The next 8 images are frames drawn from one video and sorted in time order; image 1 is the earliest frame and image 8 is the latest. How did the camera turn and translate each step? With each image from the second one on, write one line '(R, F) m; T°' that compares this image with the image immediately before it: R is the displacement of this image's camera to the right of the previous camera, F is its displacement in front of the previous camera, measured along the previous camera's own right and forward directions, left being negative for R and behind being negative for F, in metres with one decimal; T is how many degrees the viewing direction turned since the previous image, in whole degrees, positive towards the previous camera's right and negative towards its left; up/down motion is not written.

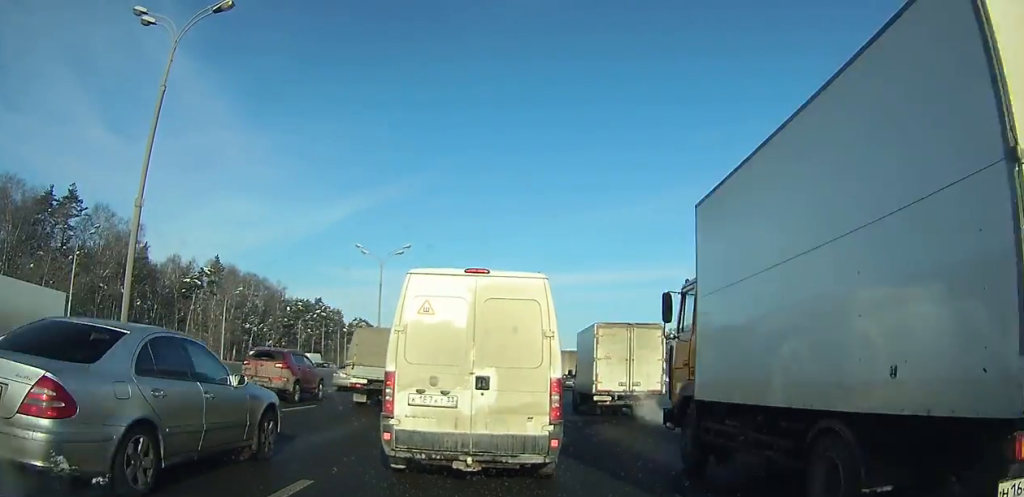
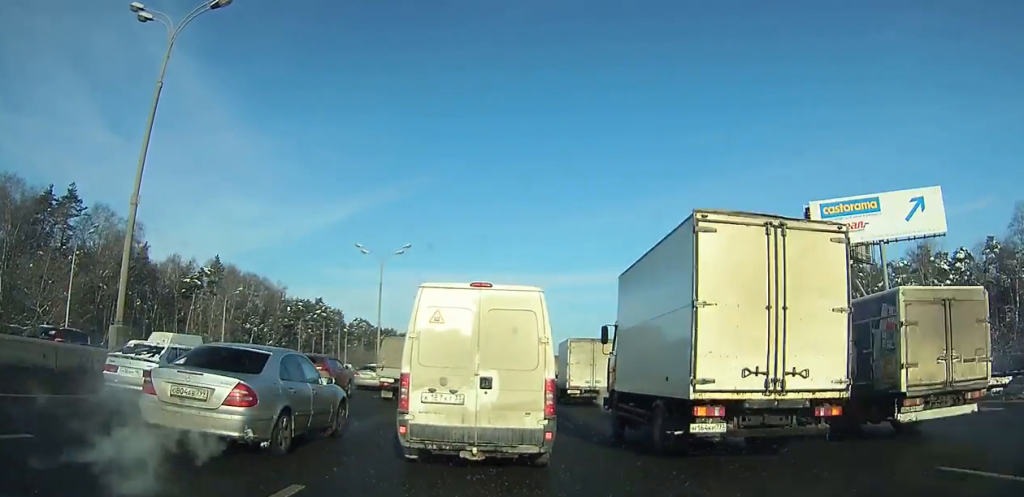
(-0.1, +2.2) m; -1°
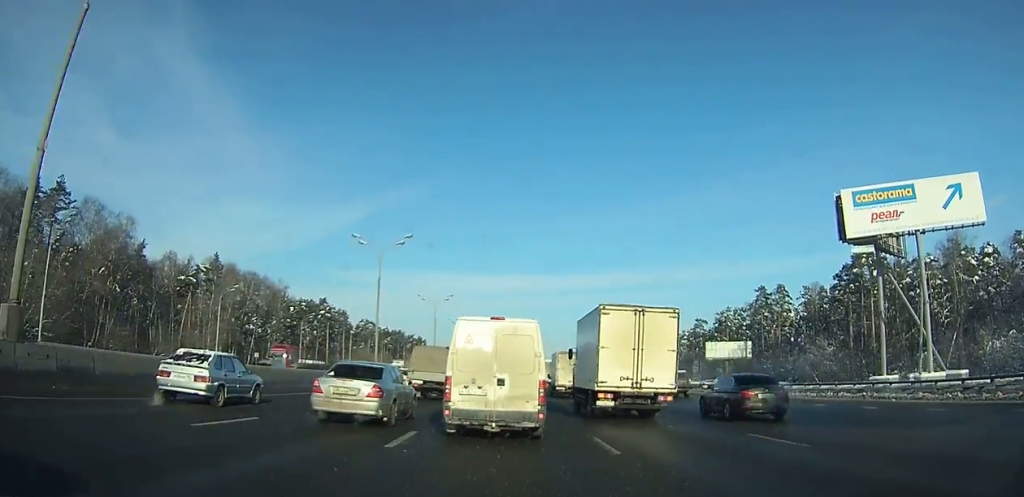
(-0.1, +6.1) m; -1°
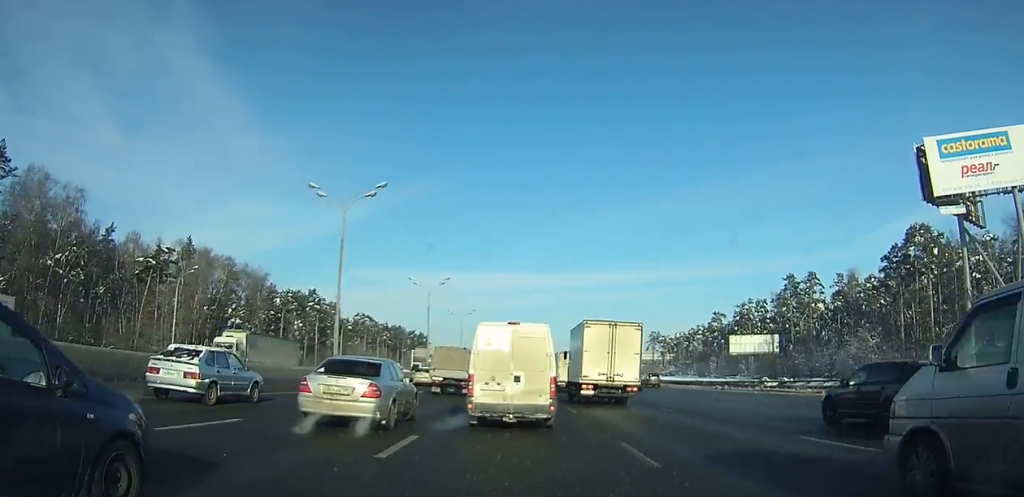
(0.0, +10.8) m; 0°
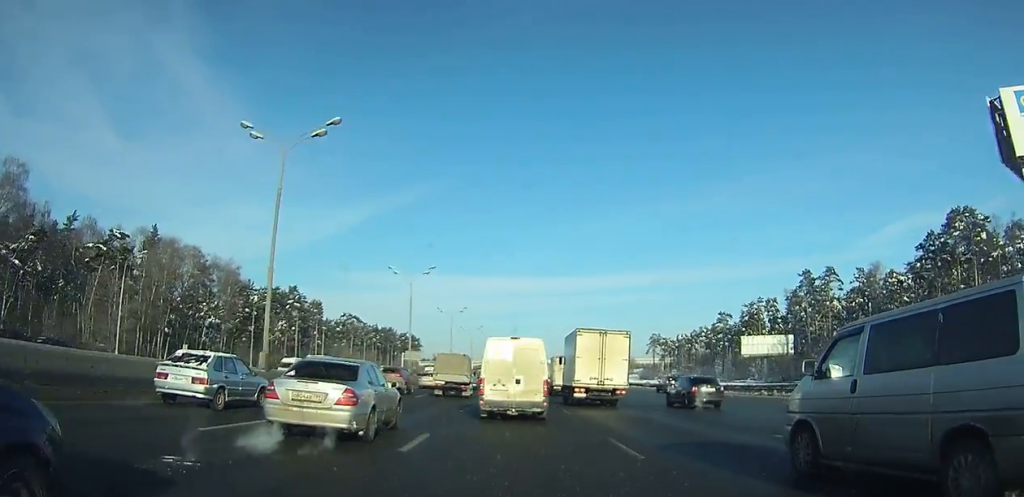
(0.0, +8.8) m; 0°
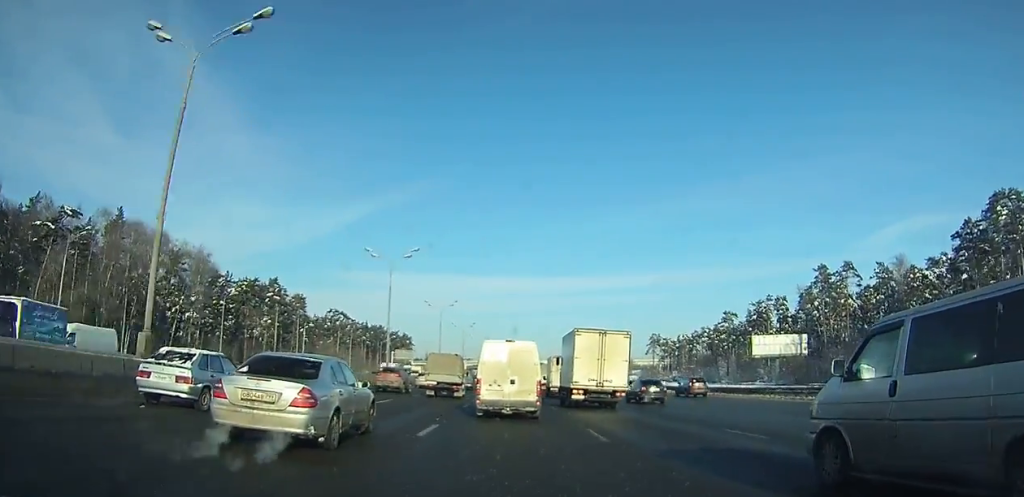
(0.0, +6.2) m; 0°
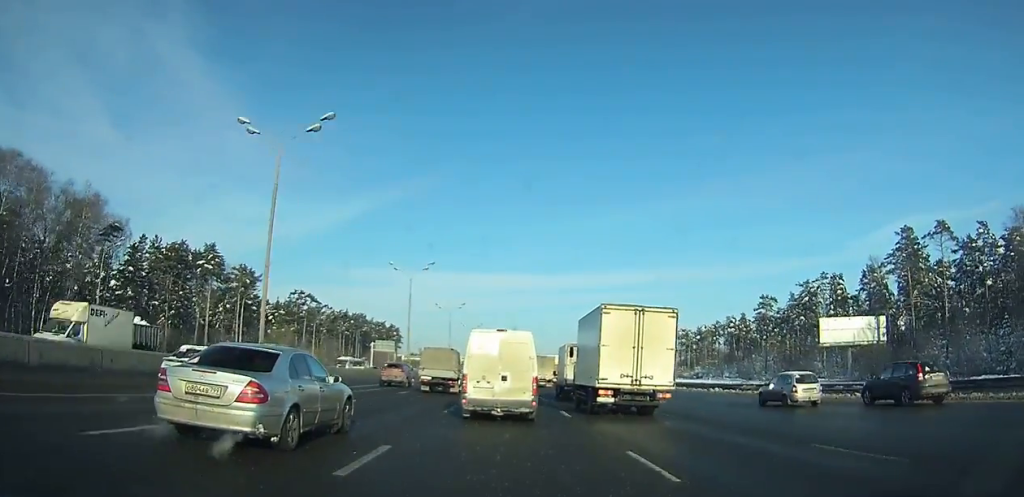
(0.0, +21.2) m; 0°
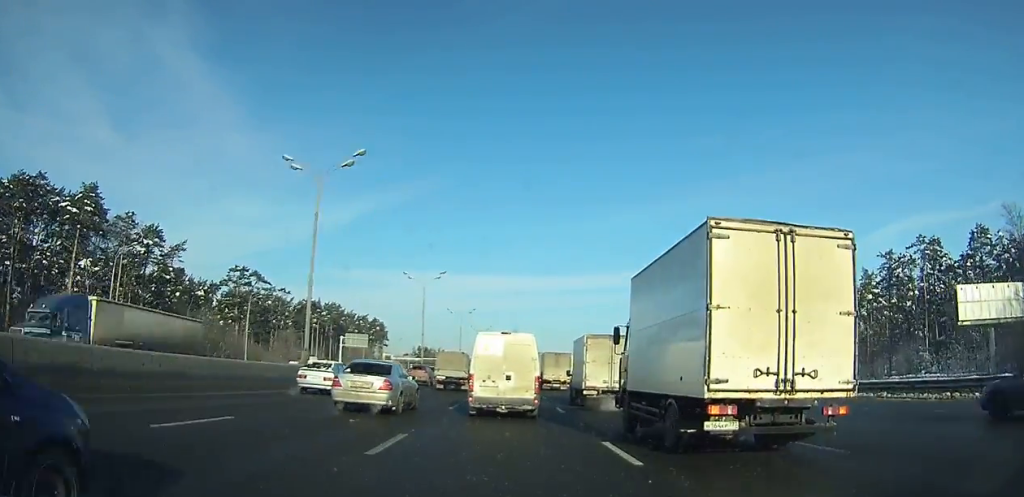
(0.0, +34.1) m; 0°
